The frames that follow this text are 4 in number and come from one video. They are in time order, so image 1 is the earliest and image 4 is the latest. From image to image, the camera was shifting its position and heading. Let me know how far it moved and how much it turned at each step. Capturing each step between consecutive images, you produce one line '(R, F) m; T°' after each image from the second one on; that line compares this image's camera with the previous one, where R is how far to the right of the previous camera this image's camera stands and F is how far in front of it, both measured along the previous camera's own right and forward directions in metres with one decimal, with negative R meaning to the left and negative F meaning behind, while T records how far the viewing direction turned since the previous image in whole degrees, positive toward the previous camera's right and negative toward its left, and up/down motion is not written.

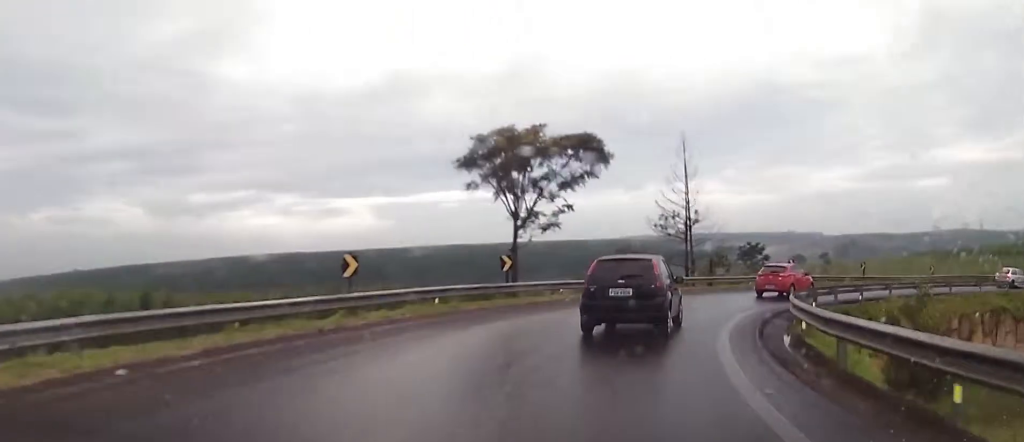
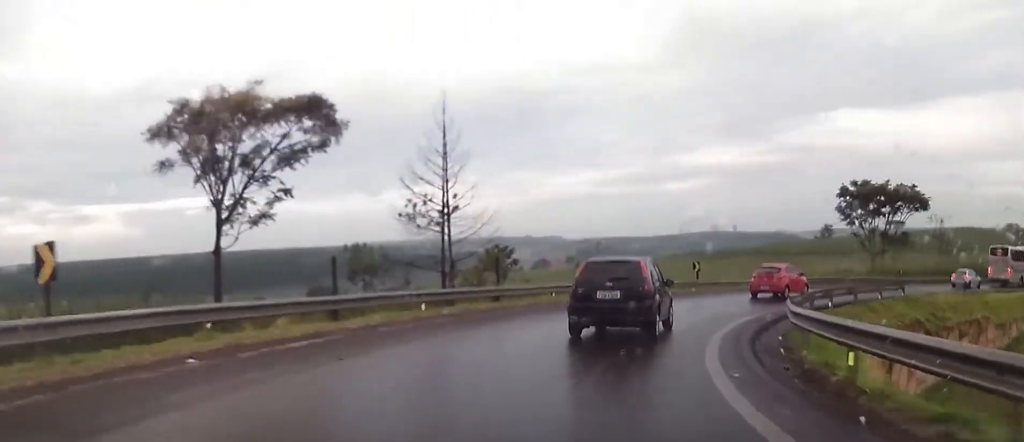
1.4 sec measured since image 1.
(+3.3, +13.7) m; +26°
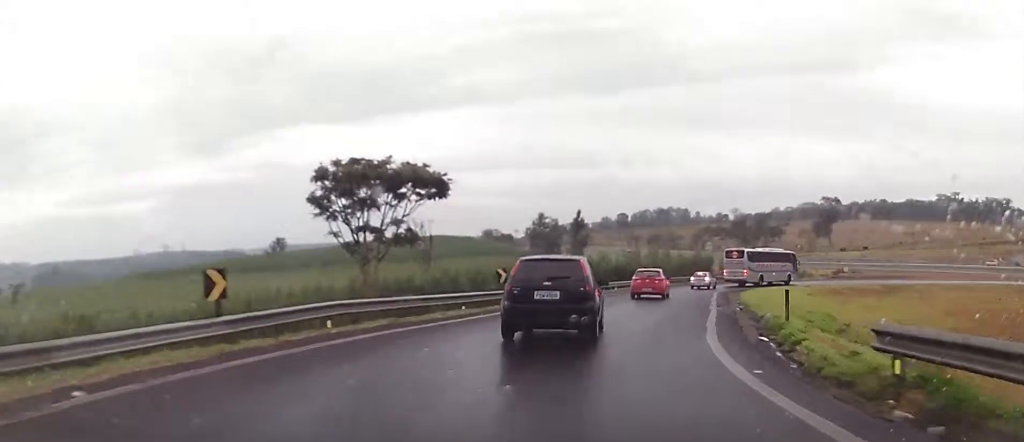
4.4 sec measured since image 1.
(+11.0, +27.9) m; +42°
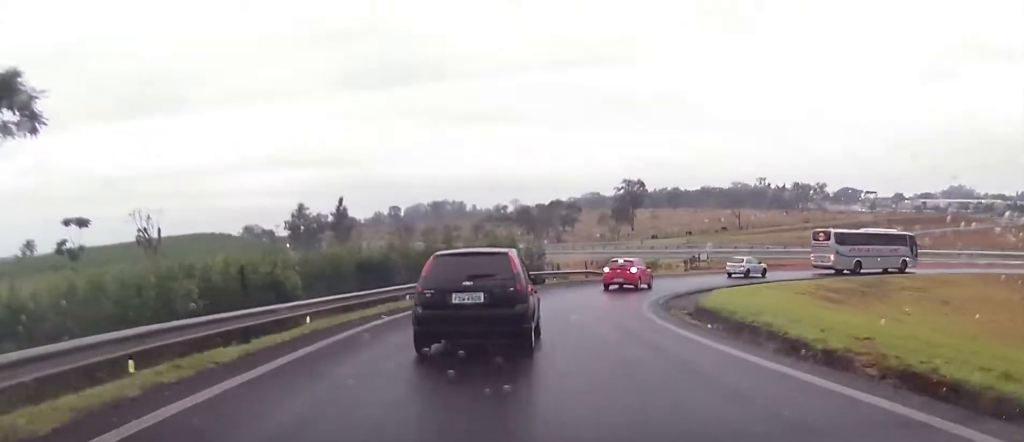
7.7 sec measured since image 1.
(+7.3, +31.7) m; +19°
